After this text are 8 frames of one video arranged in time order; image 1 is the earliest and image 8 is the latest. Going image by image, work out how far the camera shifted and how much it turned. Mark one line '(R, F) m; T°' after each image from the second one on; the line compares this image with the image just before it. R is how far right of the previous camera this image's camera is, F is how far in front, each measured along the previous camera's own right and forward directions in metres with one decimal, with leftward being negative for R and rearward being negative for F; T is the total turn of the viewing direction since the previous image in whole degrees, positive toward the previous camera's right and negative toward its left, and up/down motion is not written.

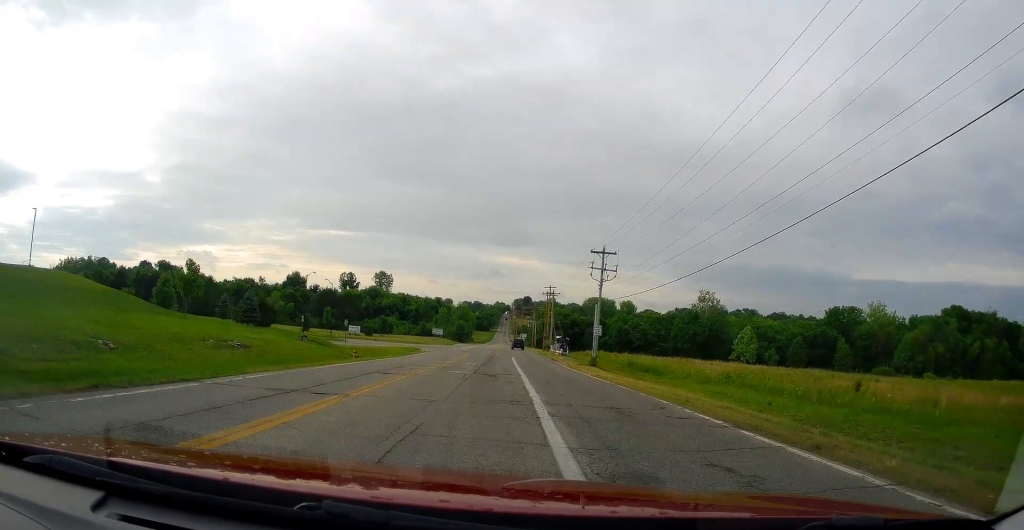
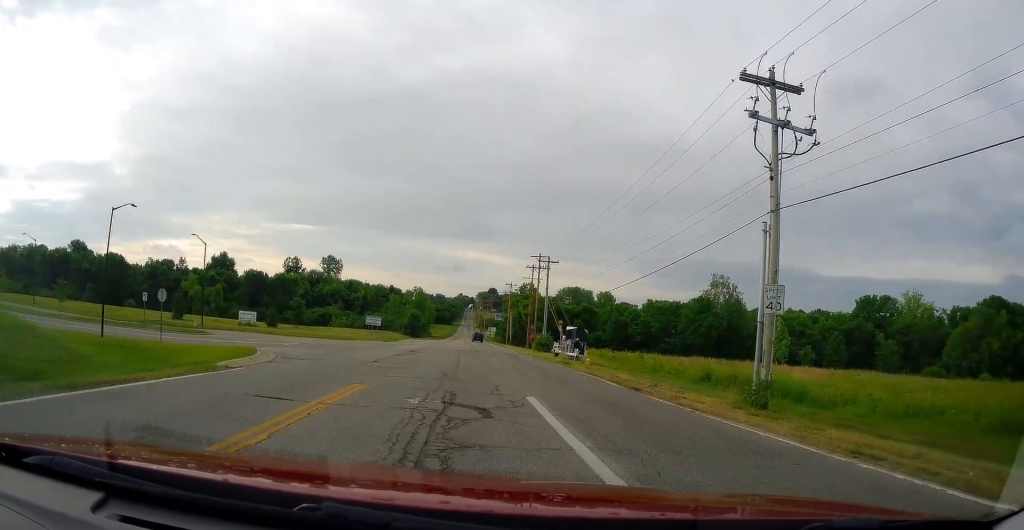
(+0.7, +36.3) m; +2°
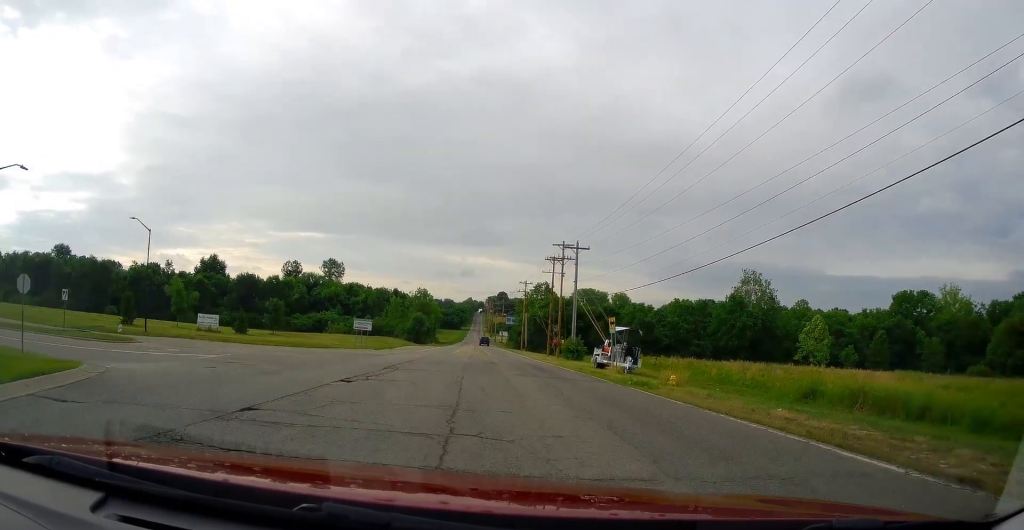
(-0.3, +13.3) m; -3°
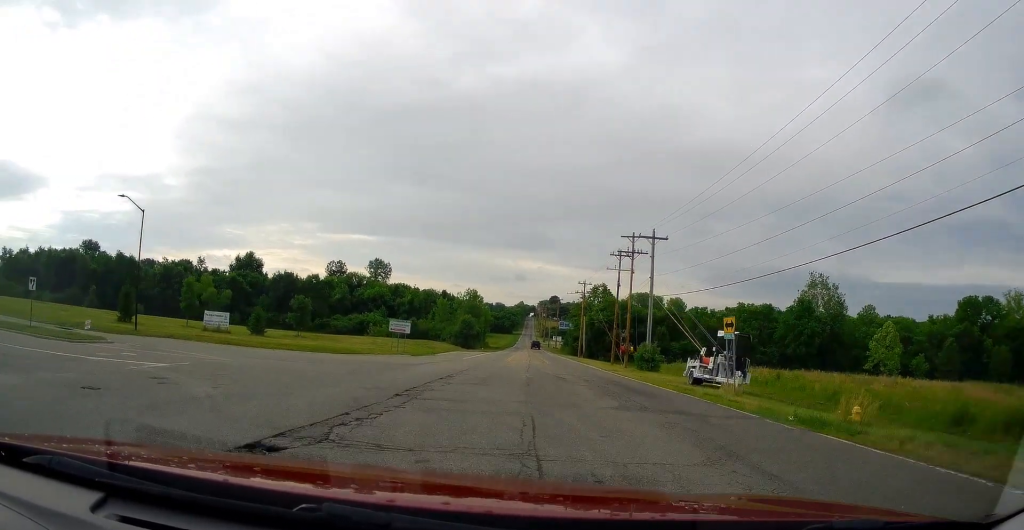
(-0.2, +8.9) m; -5°
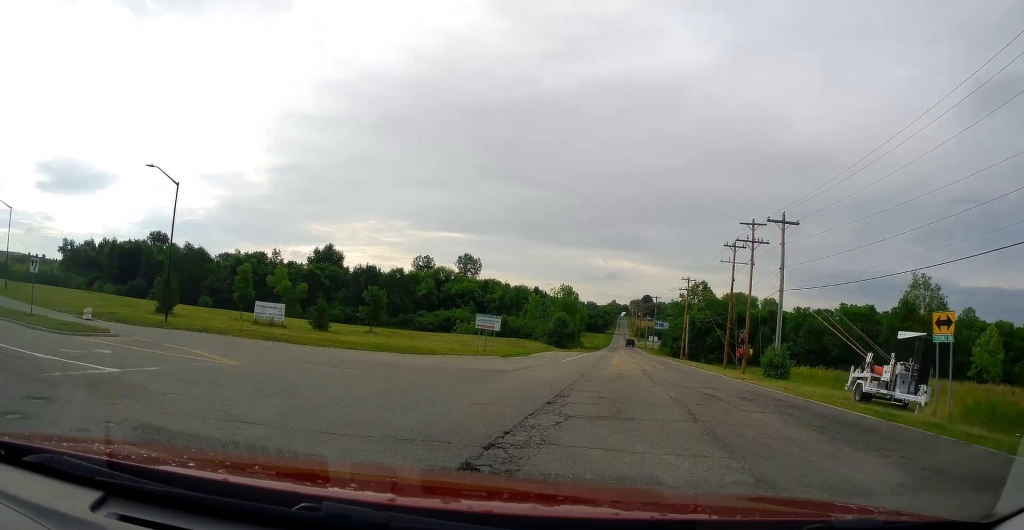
(+0.5, +7.7) m; -12°
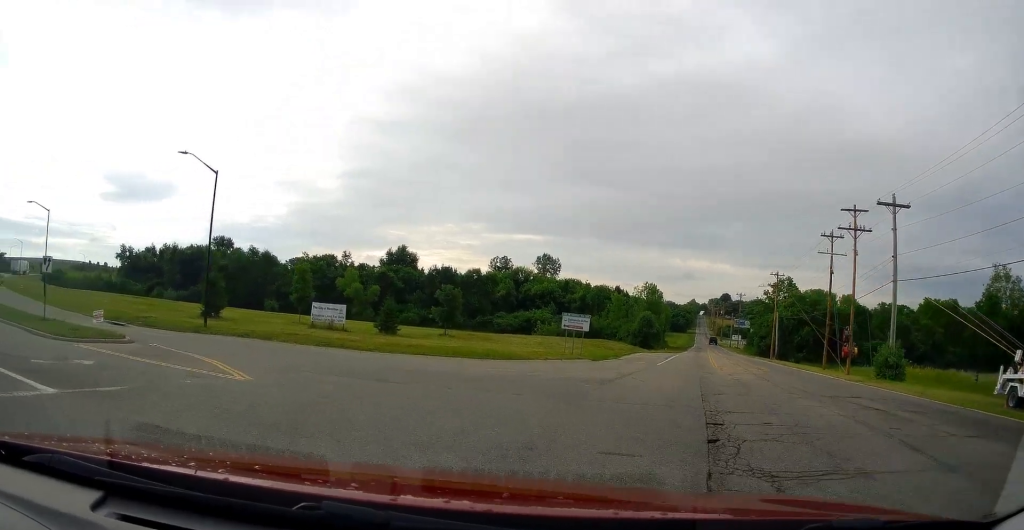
(-1.2, +4.7) m; -8°
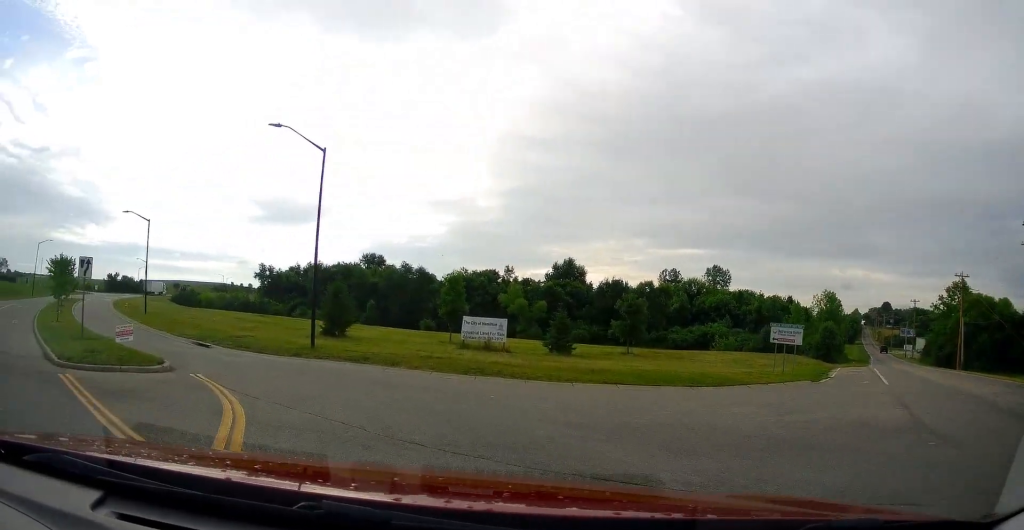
(-1.6, +8.6) m; -12°
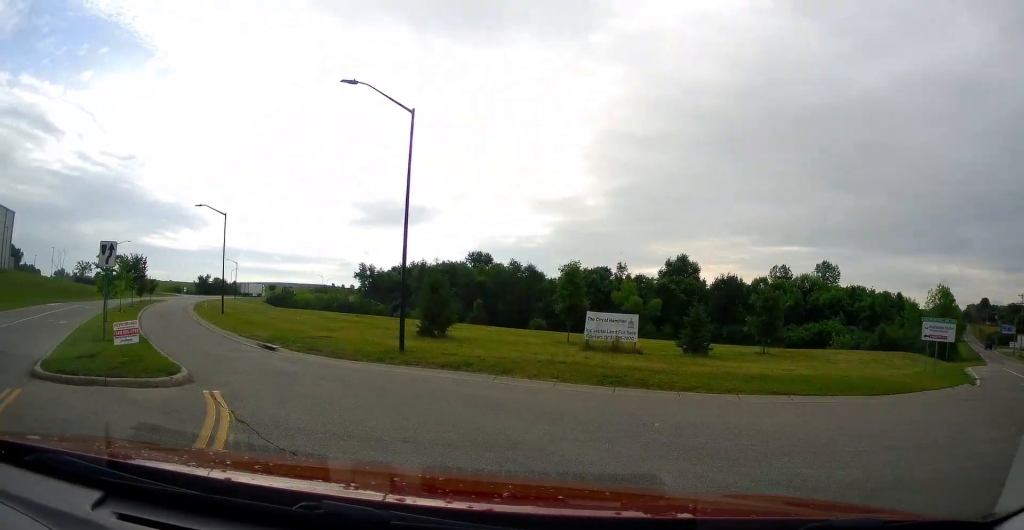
(+0.1, +5.2) m; -3°
